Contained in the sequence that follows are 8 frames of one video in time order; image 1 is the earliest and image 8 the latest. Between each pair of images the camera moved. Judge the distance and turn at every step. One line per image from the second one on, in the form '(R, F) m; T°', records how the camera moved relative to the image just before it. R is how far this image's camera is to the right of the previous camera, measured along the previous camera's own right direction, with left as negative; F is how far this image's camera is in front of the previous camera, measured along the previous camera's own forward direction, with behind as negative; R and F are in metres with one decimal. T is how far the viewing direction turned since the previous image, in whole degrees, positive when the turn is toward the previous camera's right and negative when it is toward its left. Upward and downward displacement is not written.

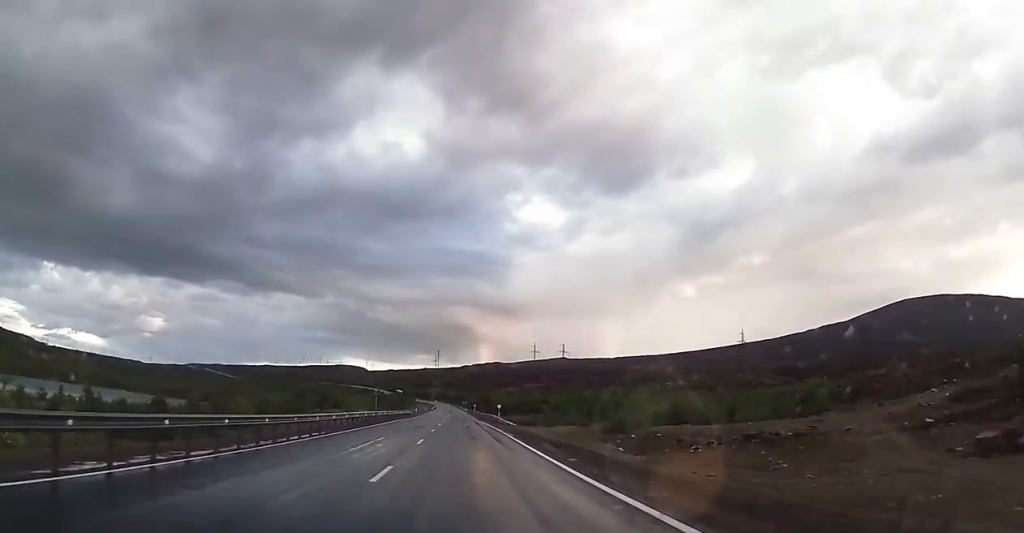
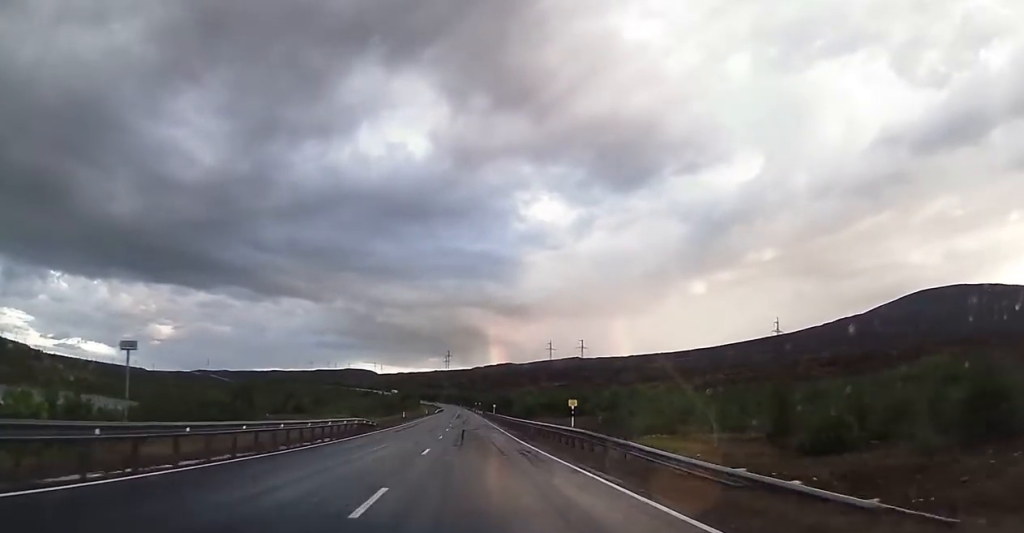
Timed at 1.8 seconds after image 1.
(-0.7, +51.7) m; -2°
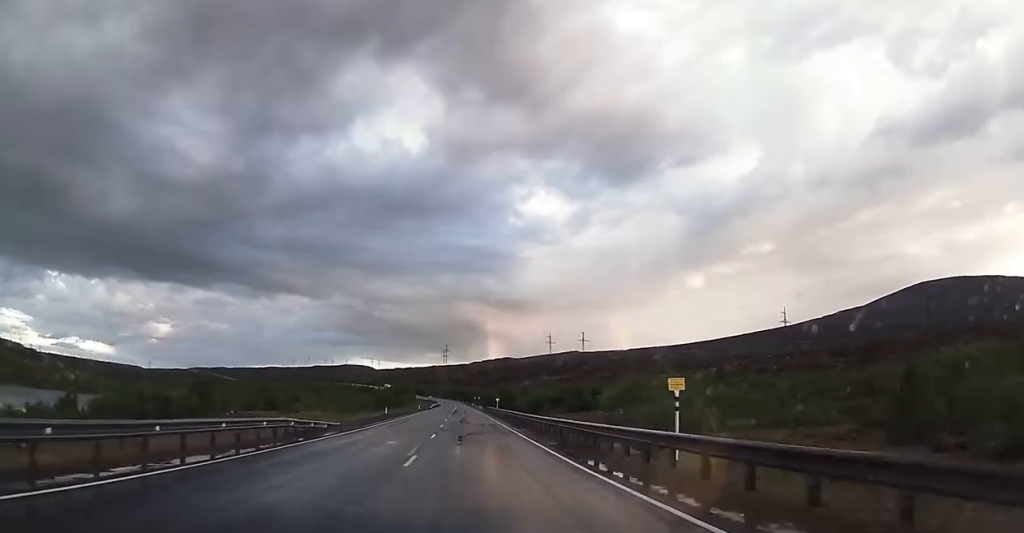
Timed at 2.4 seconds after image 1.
(-0.2, +17.6) m; 0°
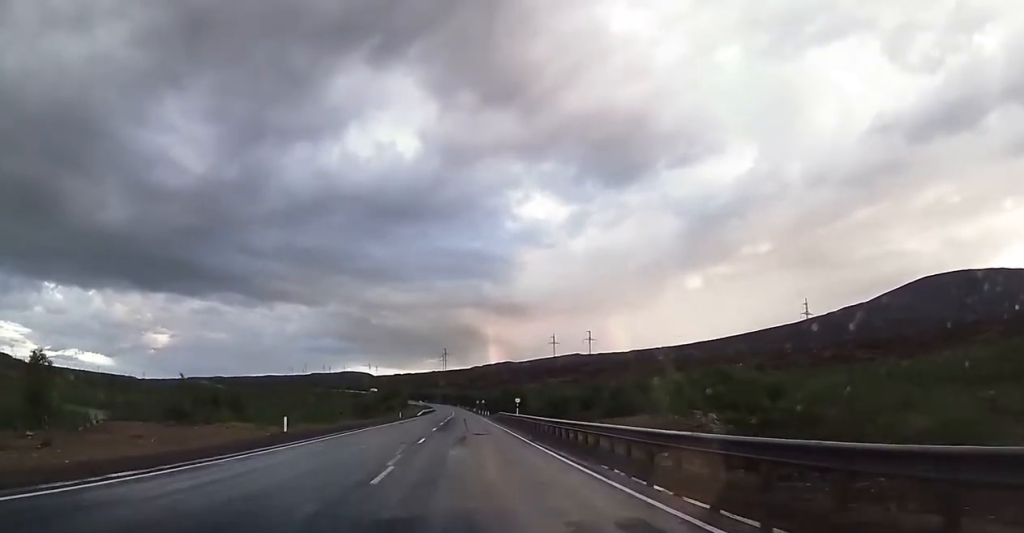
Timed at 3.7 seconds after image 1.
(0.0, +39.0) m; 0°
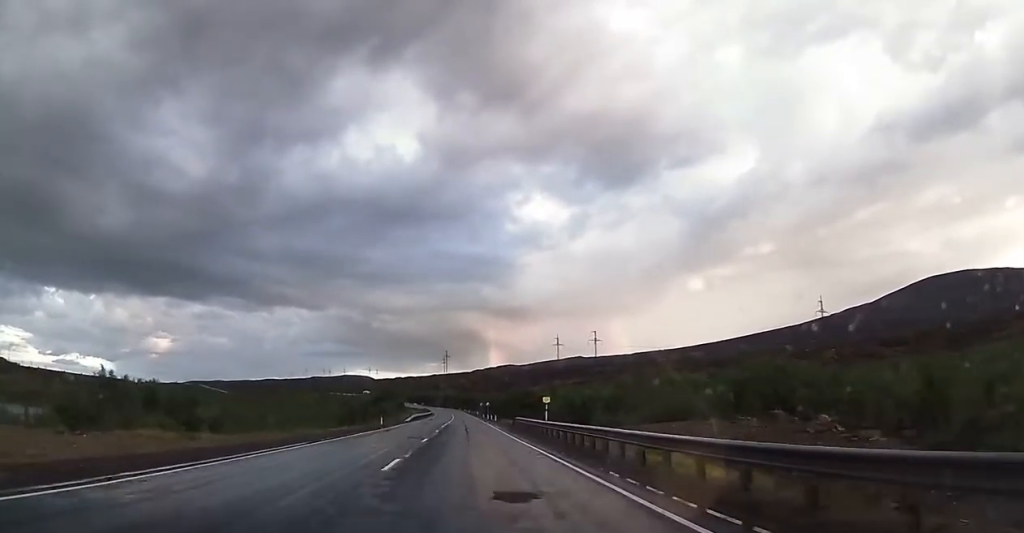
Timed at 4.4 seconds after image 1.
(0.0, +21.4) m; 0°
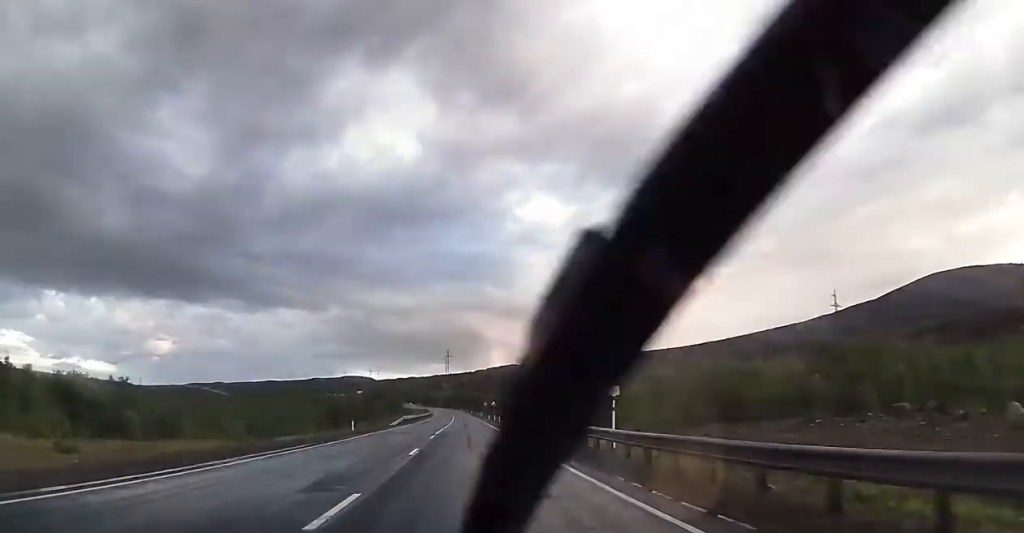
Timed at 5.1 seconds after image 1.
(0.0, +18.5) m; 0°
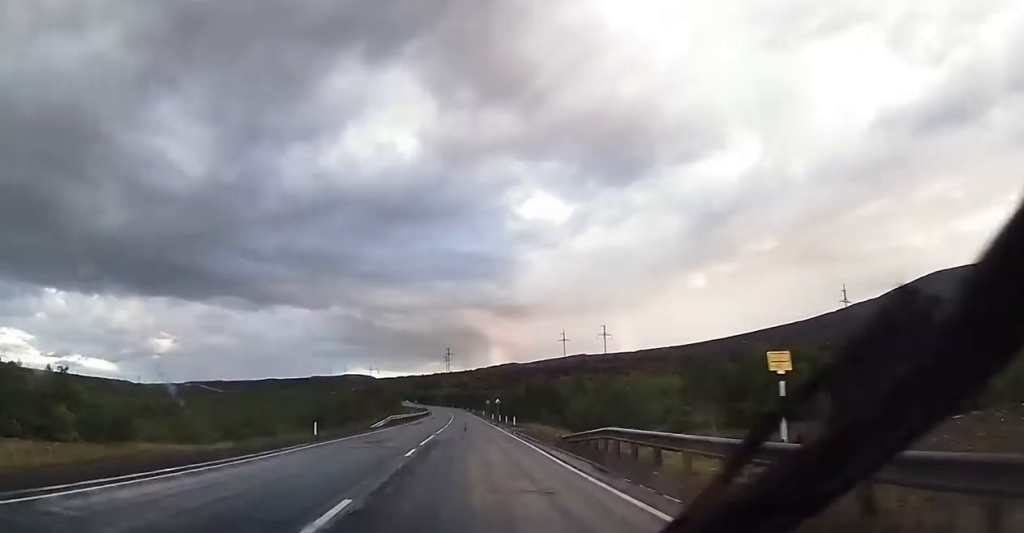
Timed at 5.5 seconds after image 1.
(0.0, +12.7) m; 0°
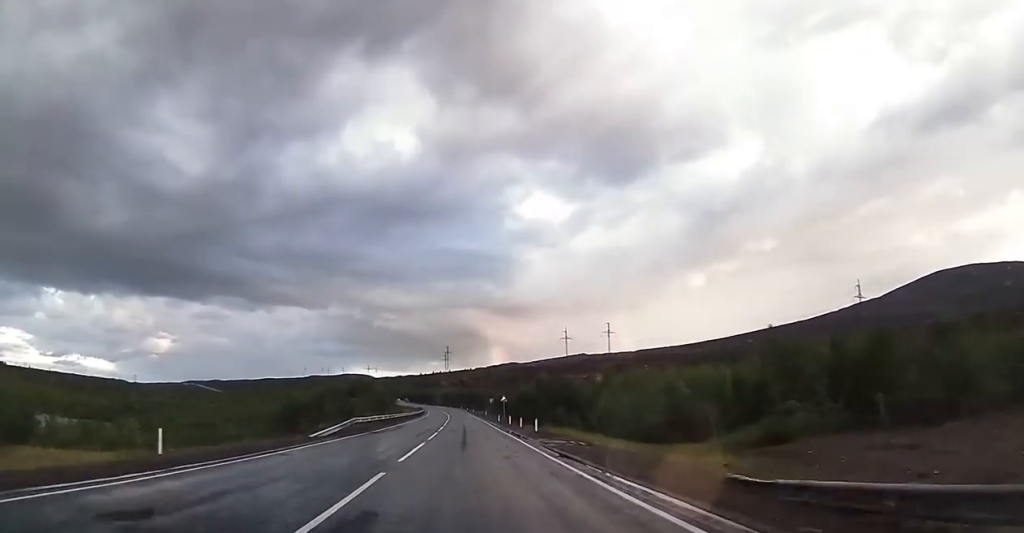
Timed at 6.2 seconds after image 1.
(0.0, +19.4) m; 0°
